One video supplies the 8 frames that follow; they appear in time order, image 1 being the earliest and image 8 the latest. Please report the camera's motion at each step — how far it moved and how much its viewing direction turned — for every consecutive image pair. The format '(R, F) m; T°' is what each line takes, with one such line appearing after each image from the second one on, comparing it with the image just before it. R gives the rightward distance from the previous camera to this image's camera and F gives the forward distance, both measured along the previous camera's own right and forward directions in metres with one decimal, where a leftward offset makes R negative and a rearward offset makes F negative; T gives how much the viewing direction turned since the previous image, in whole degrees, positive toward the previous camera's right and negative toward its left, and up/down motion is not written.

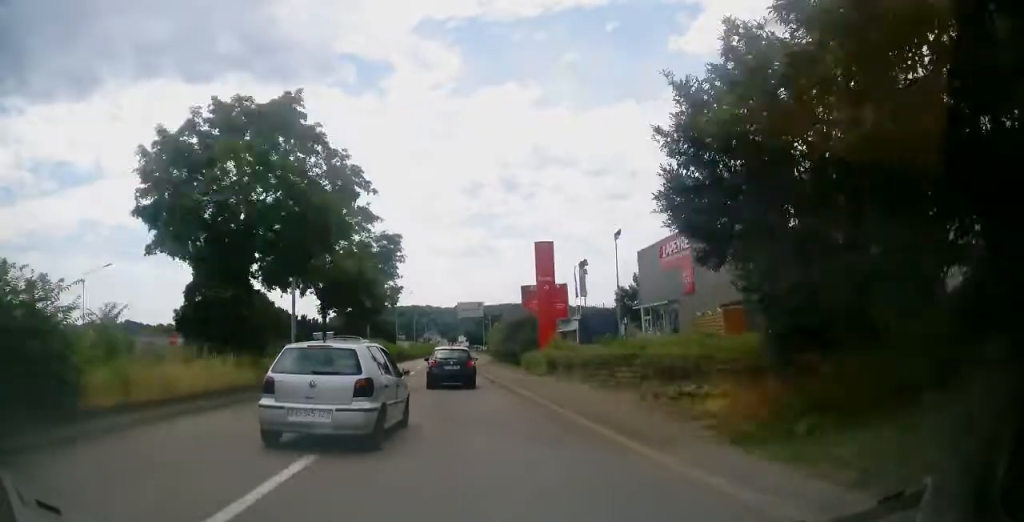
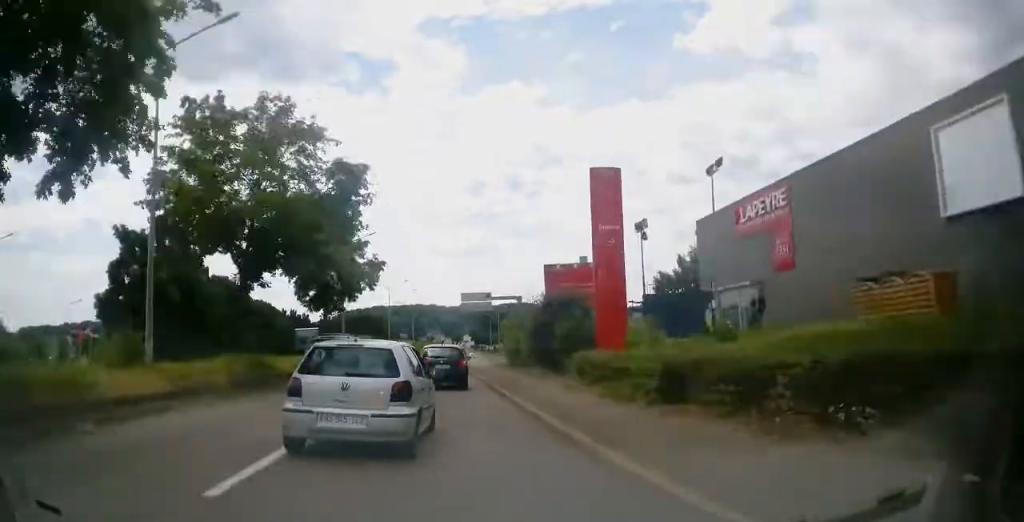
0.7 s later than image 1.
(-0.4, +12.7) m; -2°
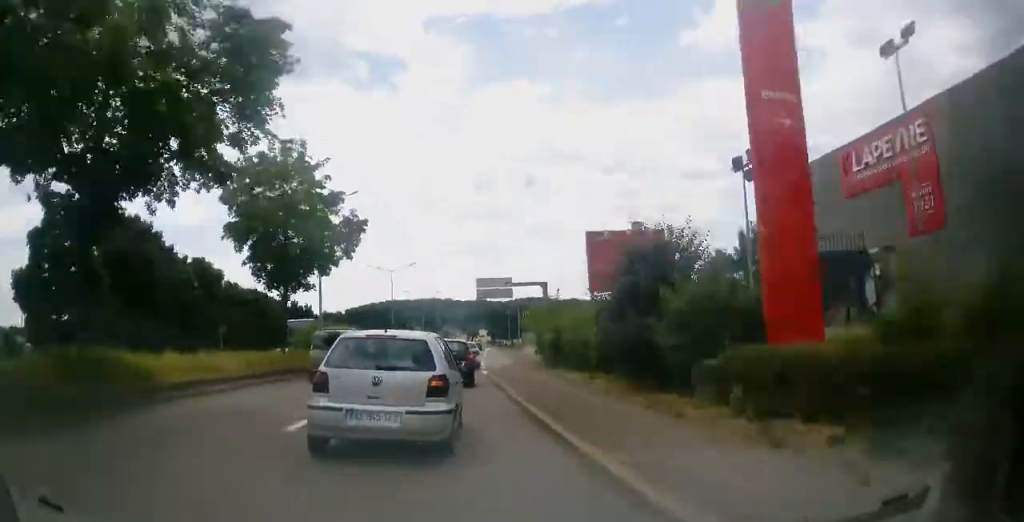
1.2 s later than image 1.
(-0.1, +9.6) m; -1°
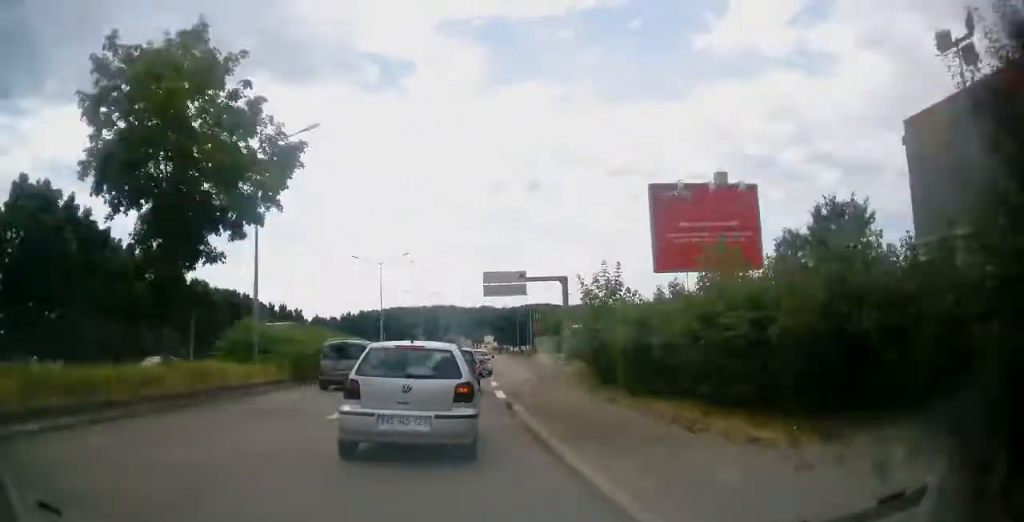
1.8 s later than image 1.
(-0.2, +11.0) m; -1°
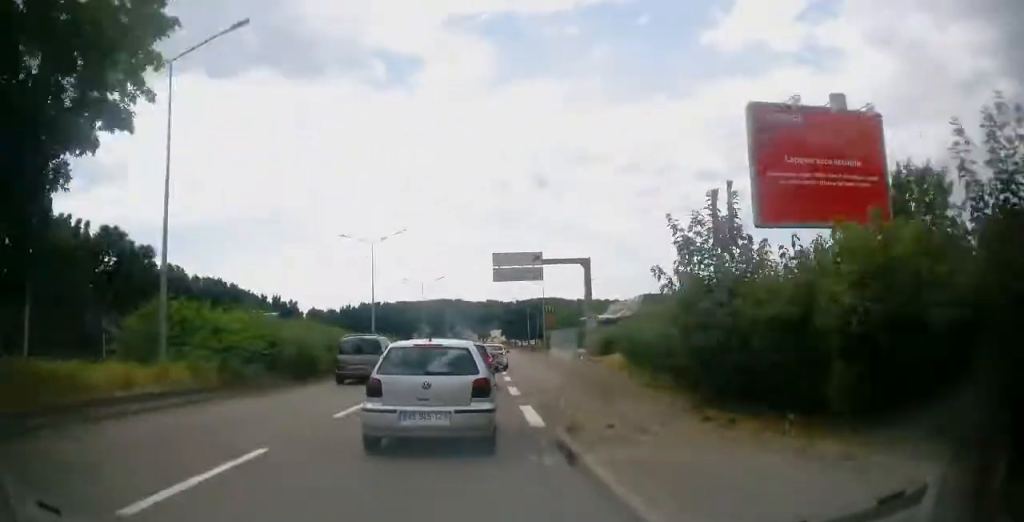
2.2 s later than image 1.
(0.0, +7.9) m; 0°
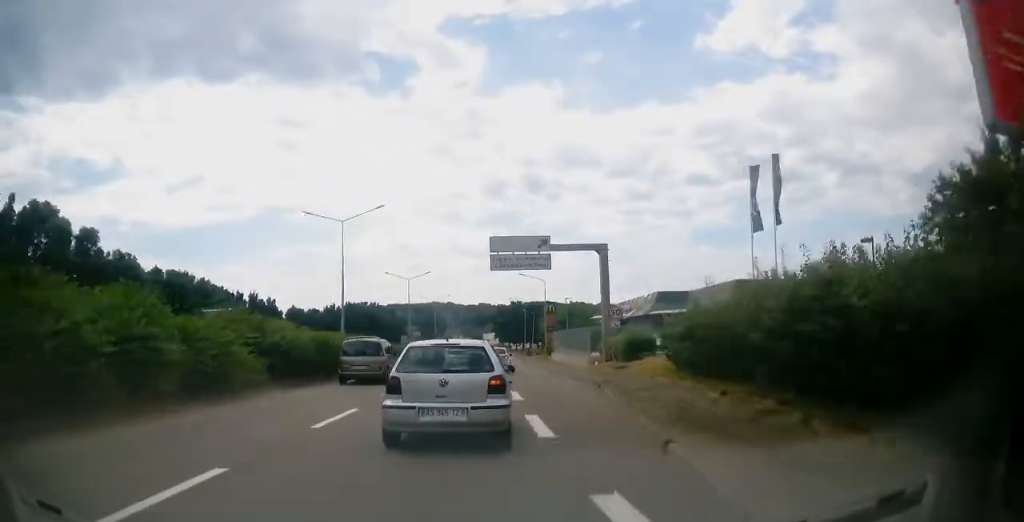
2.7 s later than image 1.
(0.0, +8.6) m; 0°
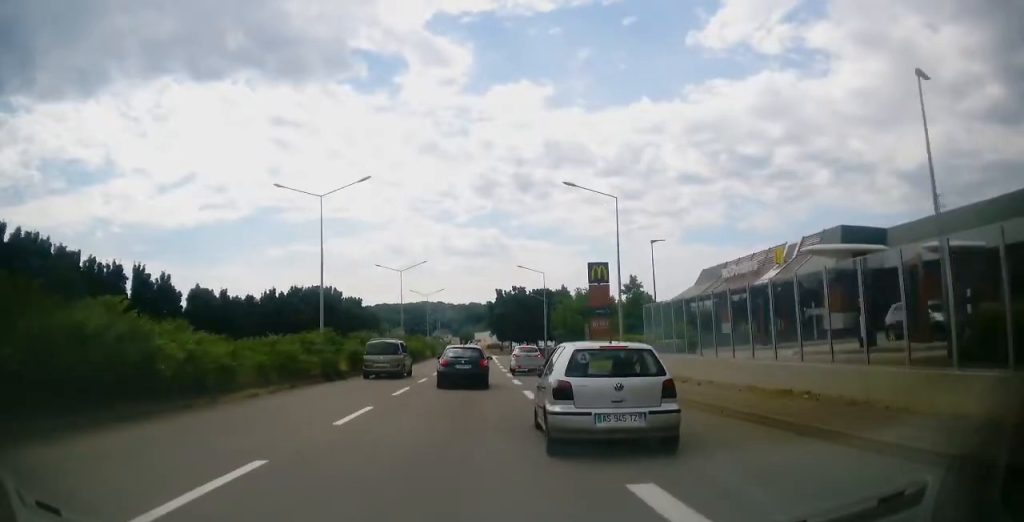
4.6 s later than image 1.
(0.0, +33.3) m; 0°
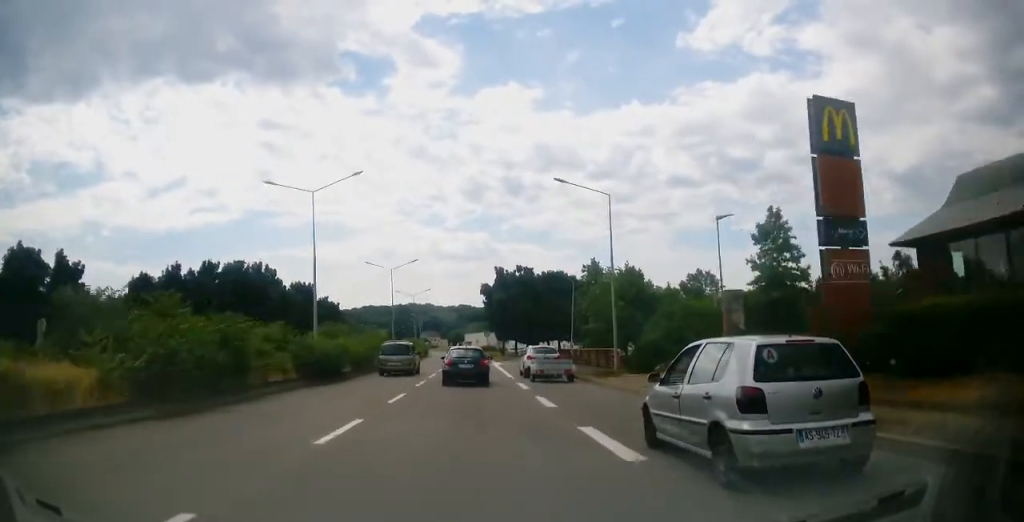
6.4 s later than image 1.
(+0.2, +29.4) m; +1°
